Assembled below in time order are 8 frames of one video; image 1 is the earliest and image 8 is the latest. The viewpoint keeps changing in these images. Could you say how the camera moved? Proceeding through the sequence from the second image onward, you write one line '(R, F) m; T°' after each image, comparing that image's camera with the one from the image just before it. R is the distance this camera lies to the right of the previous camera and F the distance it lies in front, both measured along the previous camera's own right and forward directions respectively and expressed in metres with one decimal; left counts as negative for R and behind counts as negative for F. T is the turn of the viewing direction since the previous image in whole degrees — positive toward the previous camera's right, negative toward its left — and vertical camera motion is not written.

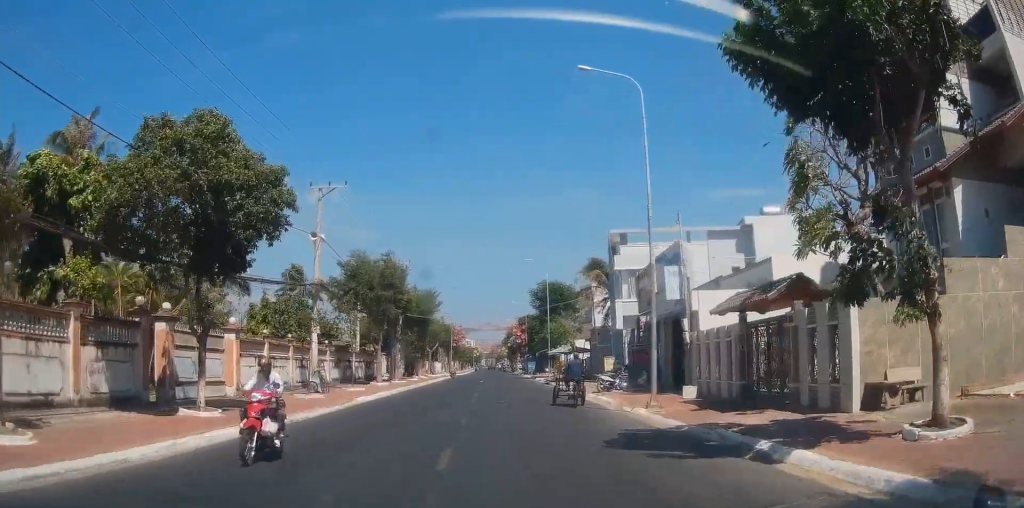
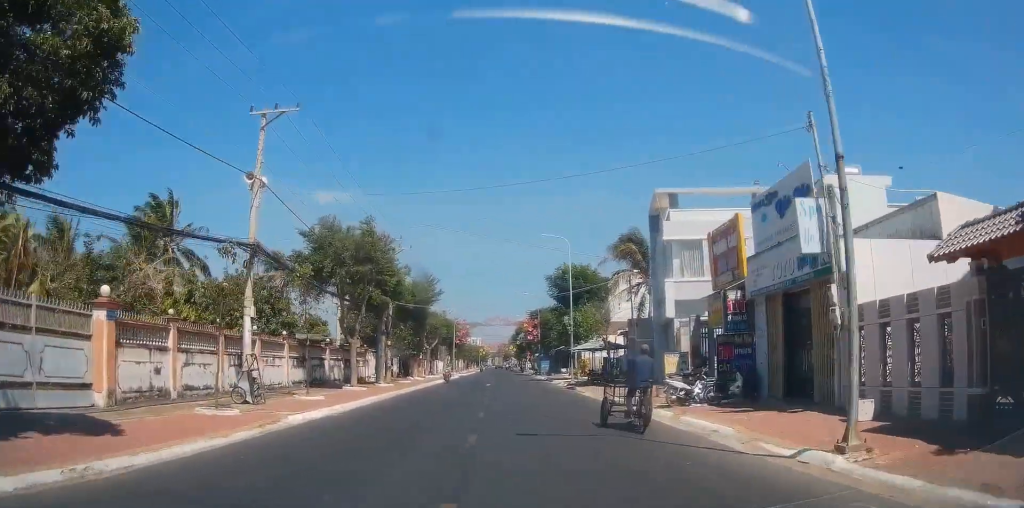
(-0.8, +10.5) m; -2°
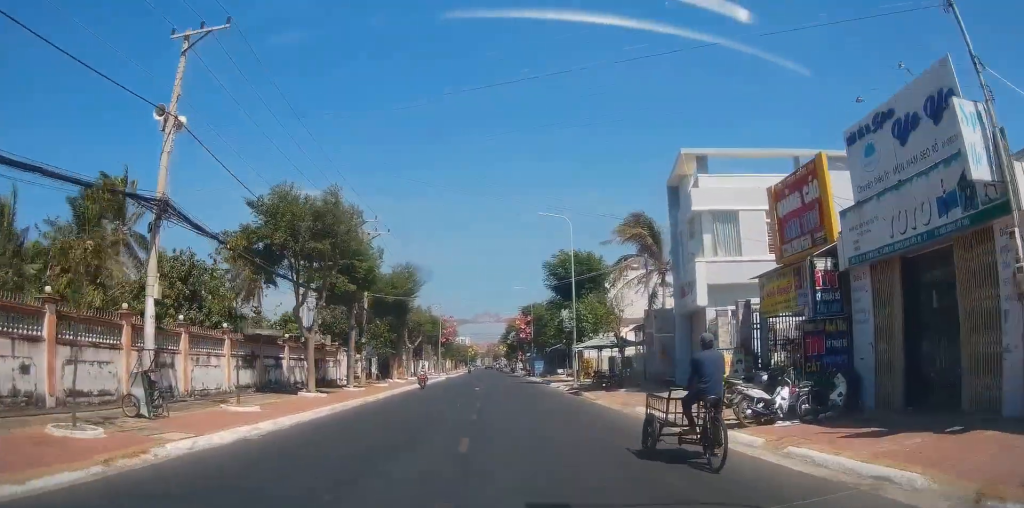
(+0.2, +6.4) m; +1°
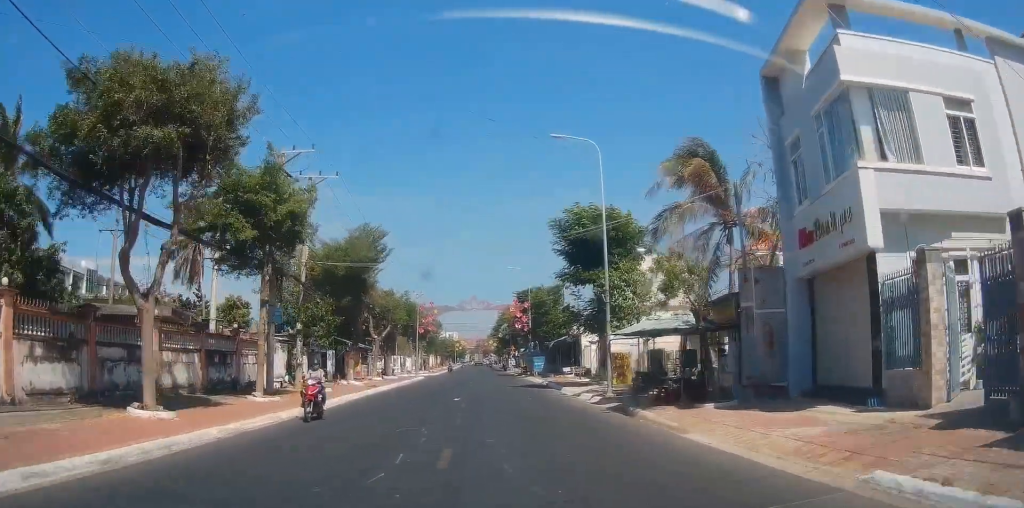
(+0.1, +13.4) m; +2°
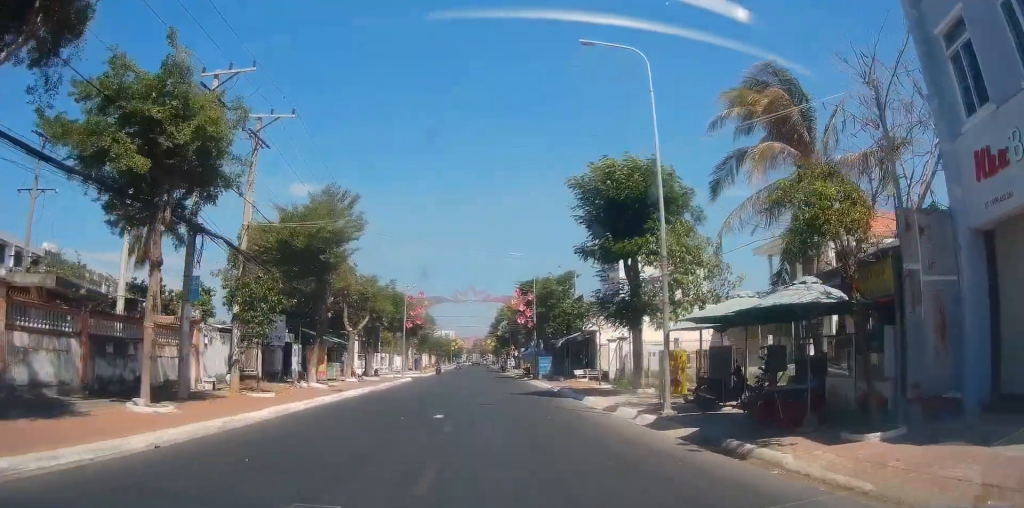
(+0.1, +8.1) m; +1°
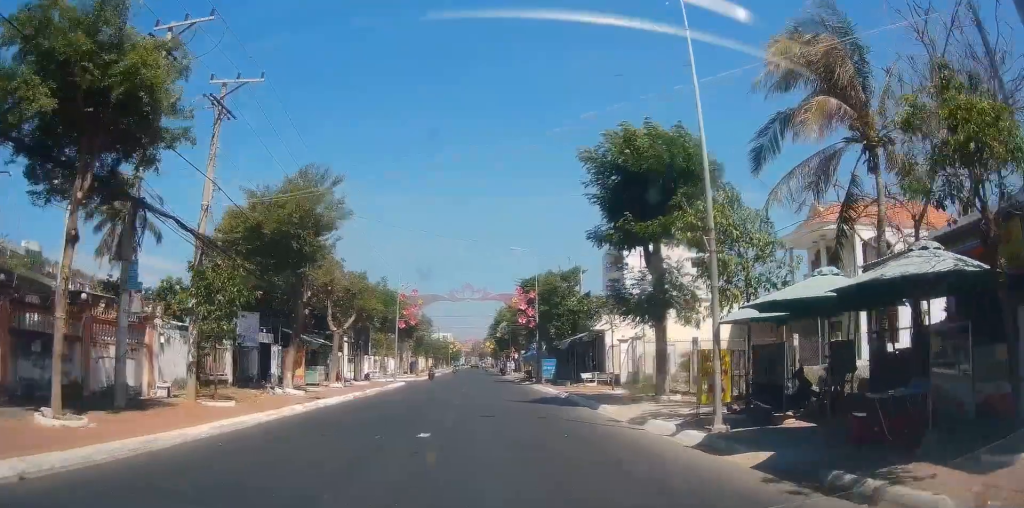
(0.0, +3.7) m; 0°
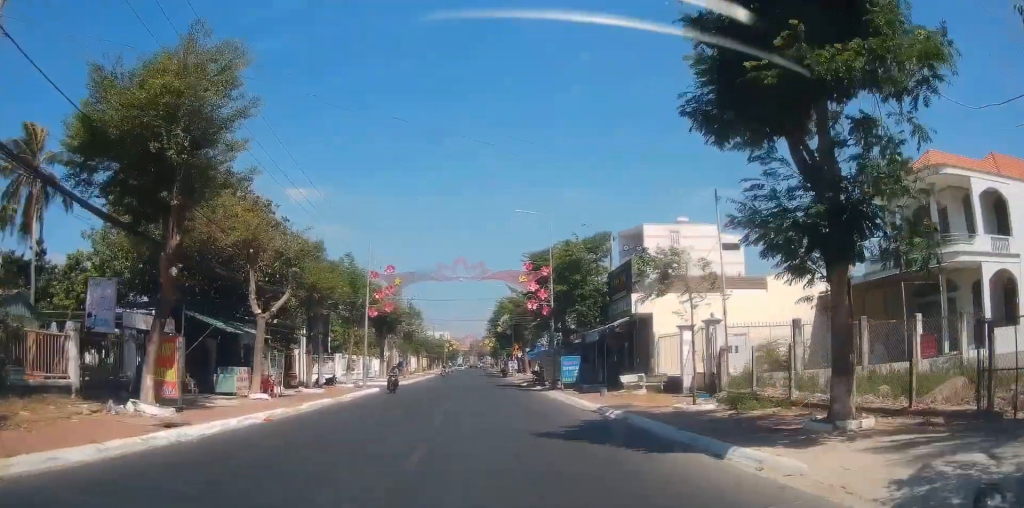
(0.0, +11.9) m; +1°
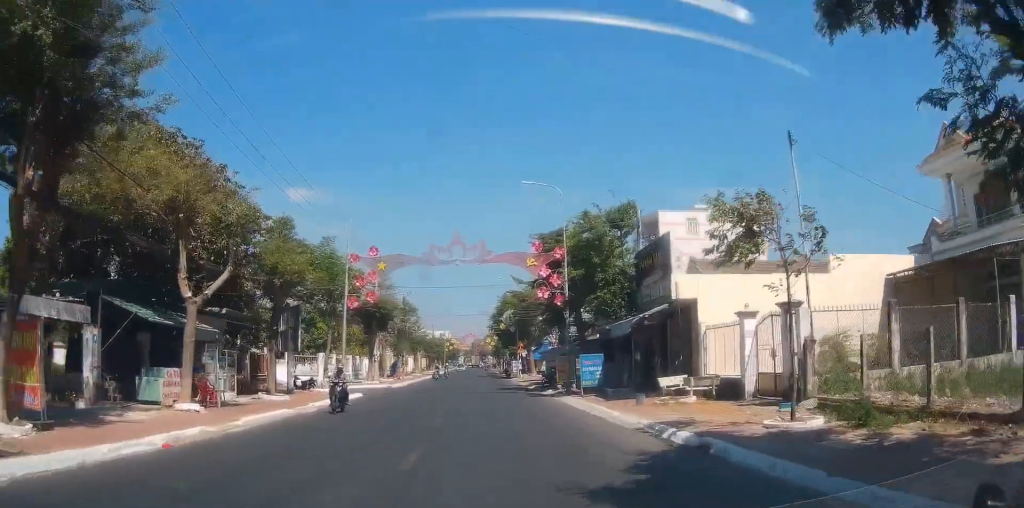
(0.0, +6.1) m; +1°
